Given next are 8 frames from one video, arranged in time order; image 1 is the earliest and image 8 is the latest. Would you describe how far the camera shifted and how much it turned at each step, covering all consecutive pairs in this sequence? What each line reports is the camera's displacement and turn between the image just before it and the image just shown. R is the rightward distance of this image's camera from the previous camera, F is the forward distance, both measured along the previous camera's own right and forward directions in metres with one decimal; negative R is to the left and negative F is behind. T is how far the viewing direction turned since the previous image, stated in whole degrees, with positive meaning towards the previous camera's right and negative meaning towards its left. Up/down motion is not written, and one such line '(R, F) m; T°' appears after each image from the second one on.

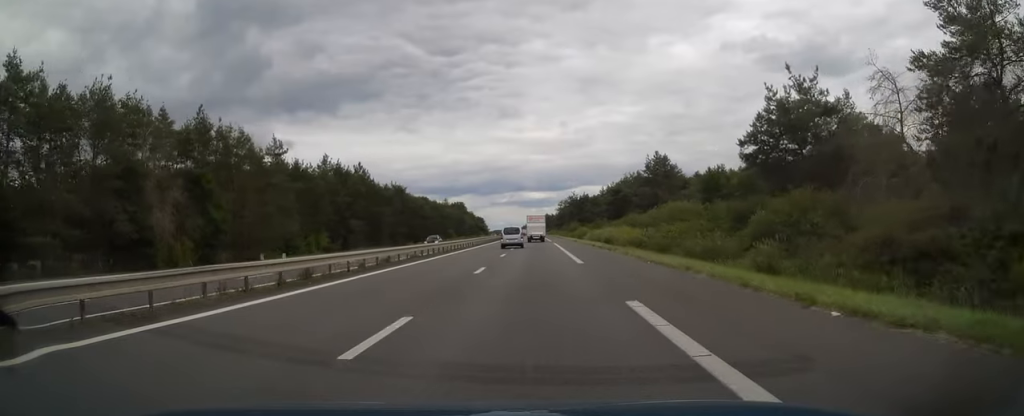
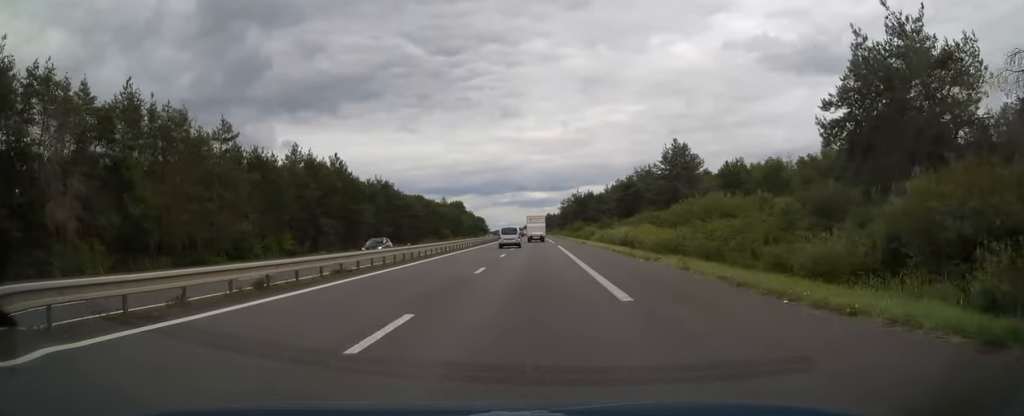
(-0.1, +12.8) m; 0°
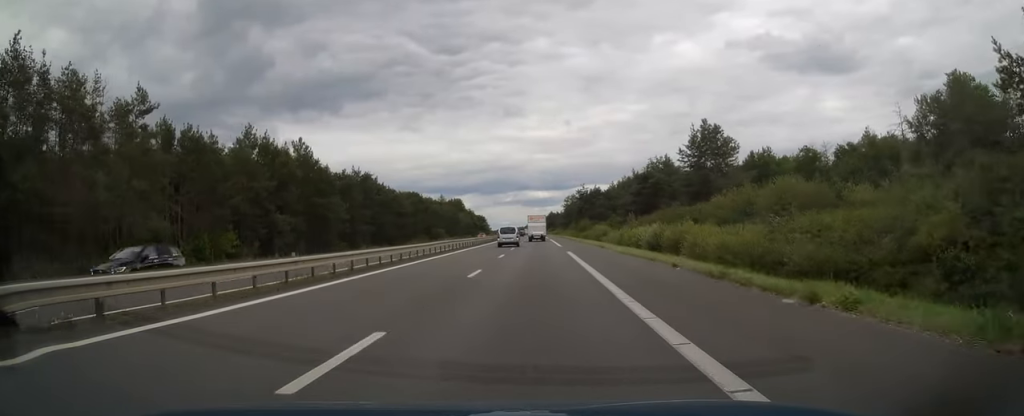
(0.0, +14.8) m; 0°
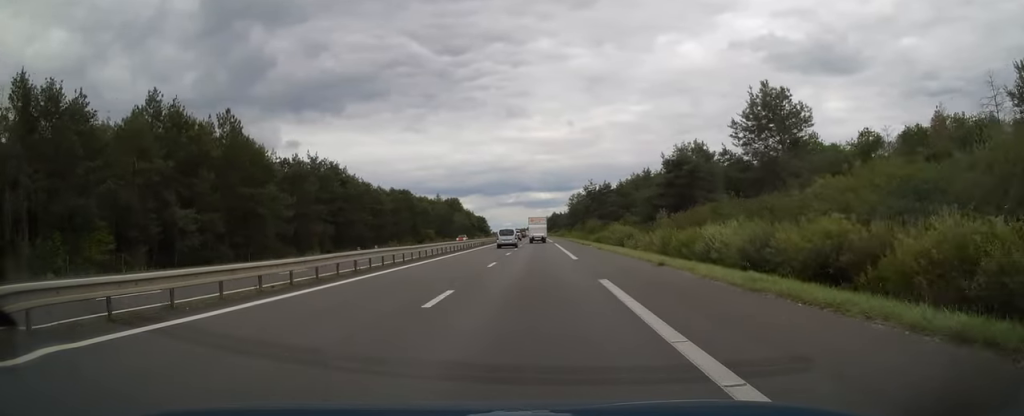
(-0.1, +19.7) m; 0°
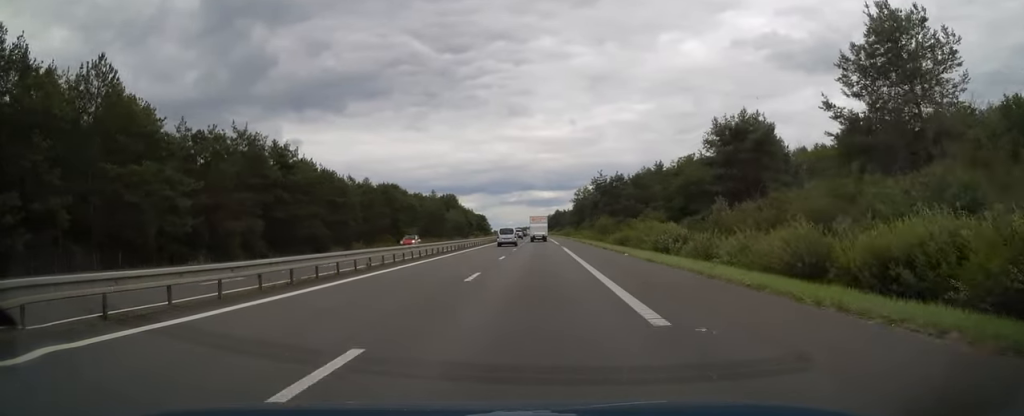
(0.0, +20.2) m; 0°
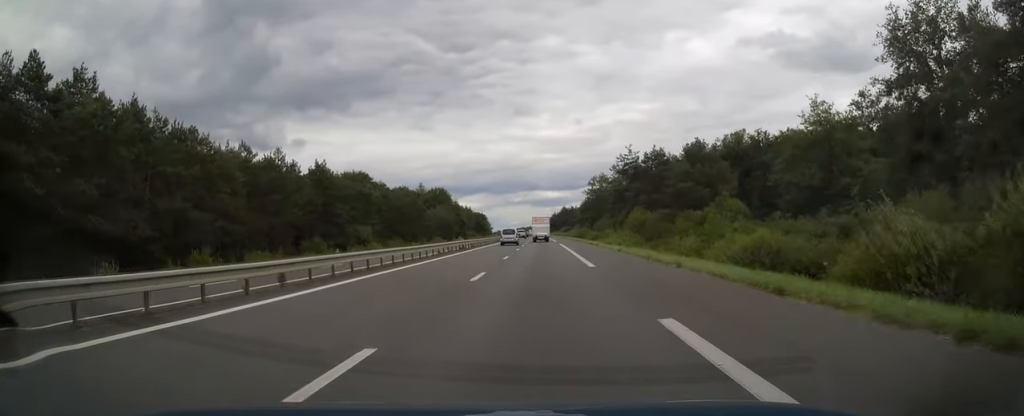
(-0.1, +38.9) m; -1°
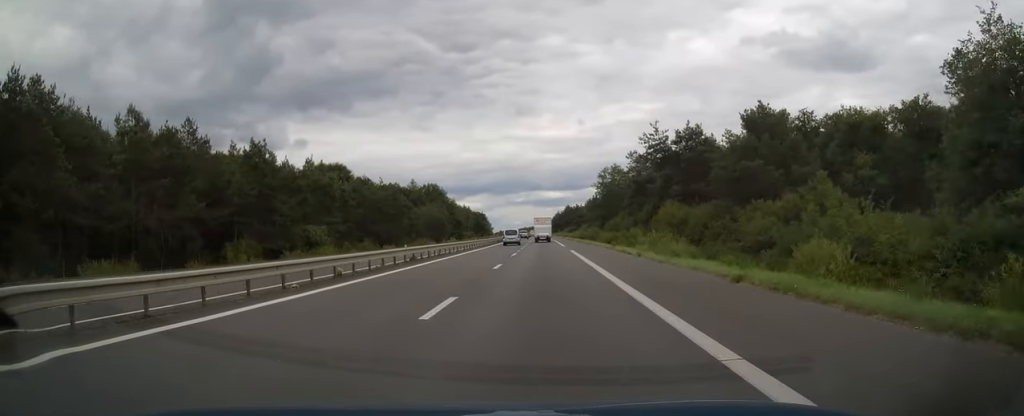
(-0.1, +20.2) m; 0°
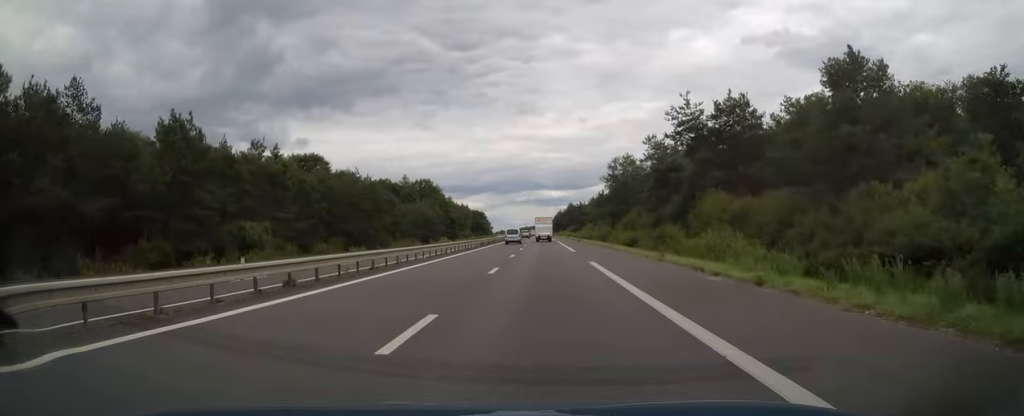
(-0.1, +15.8) m; 0°
